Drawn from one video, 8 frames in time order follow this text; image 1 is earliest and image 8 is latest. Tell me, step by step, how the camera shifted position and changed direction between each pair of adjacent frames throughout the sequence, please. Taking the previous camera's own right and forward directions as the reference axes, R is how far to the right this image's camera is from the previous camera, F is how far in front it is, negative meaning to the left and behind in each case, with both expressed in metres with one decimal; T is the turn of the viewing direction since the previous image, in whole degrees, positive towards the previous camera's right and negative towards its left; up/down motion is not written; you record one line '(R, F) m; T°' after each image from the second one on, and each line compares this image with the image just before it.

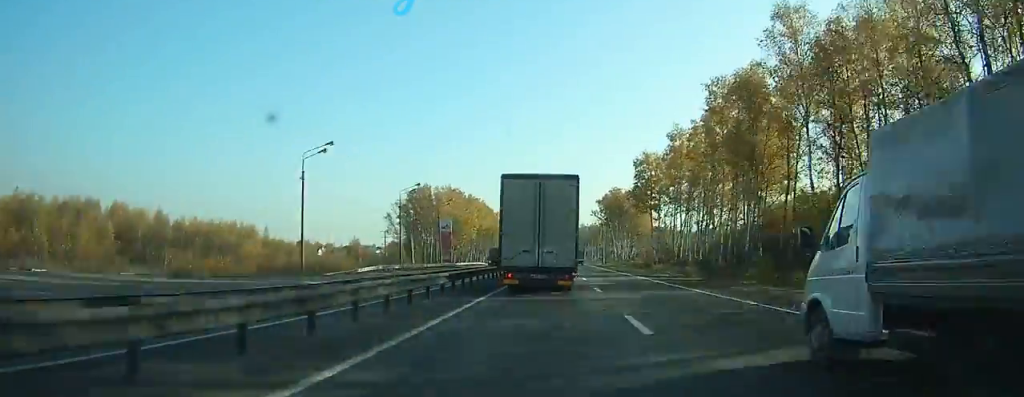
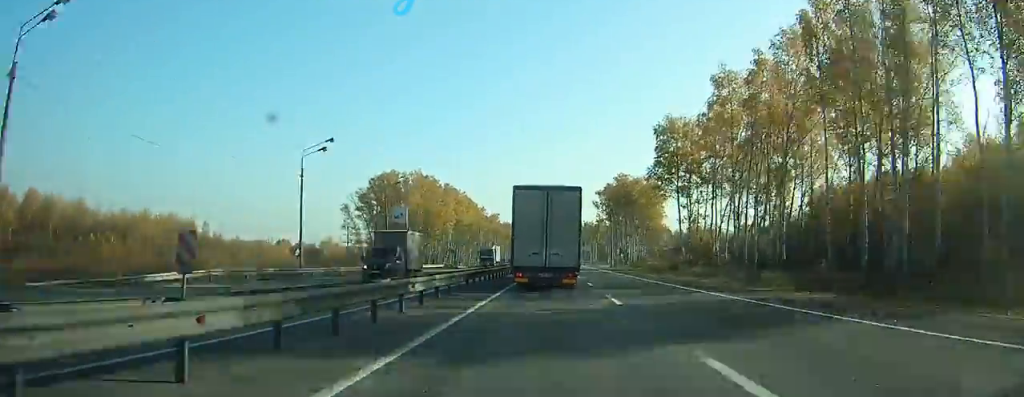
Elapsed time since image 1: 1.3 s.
(+0.3, +29.0) m; +1°
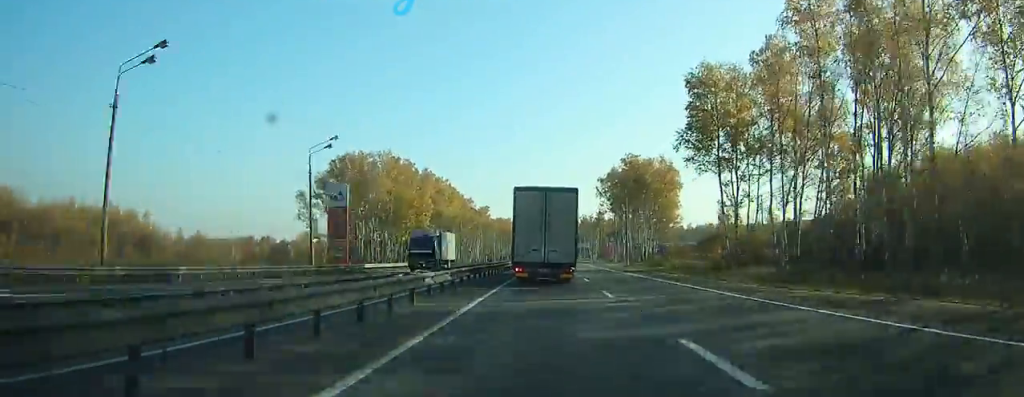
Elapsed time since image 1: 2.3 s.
(+0.1, +22.0) m; 0°
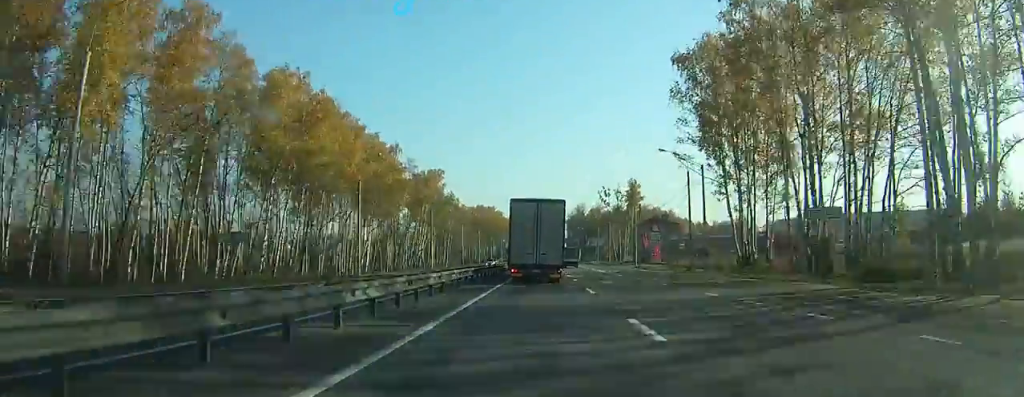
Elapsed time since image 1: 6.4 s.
(+0.2, +92.3) m; 0°
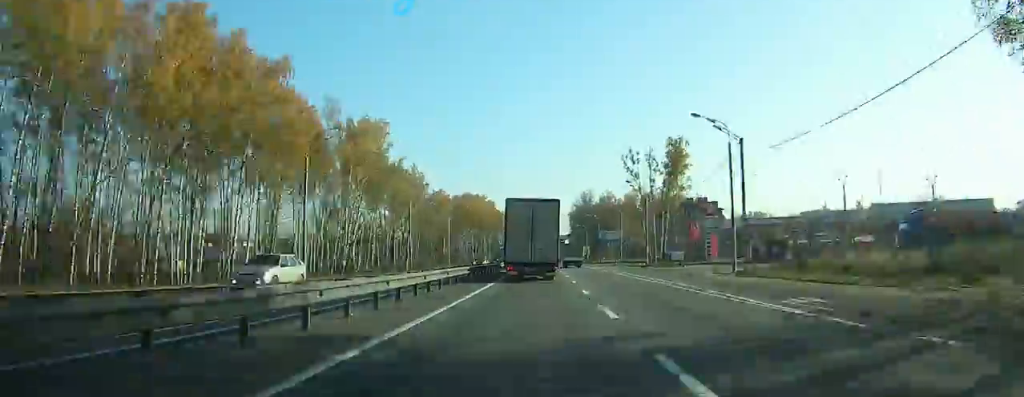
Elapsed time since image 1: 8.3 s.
(+0.1, +43.9) m; 0°
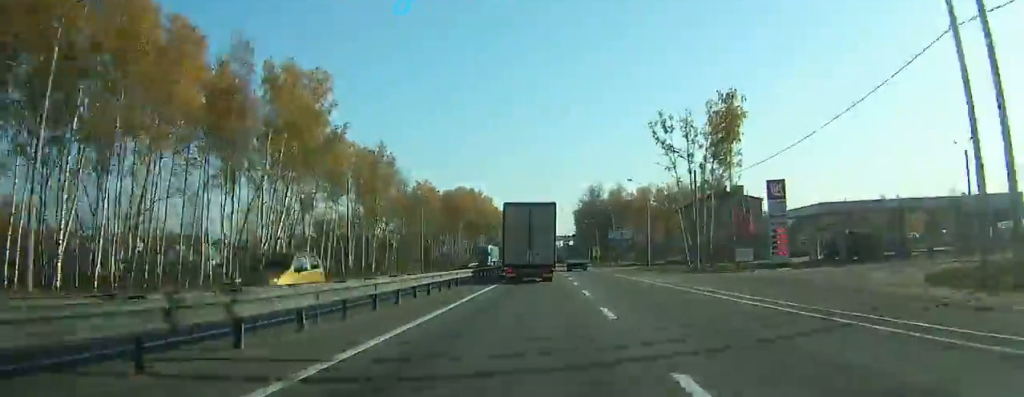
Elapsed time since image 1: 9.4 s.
(-0.1, +23.9) m; 0°
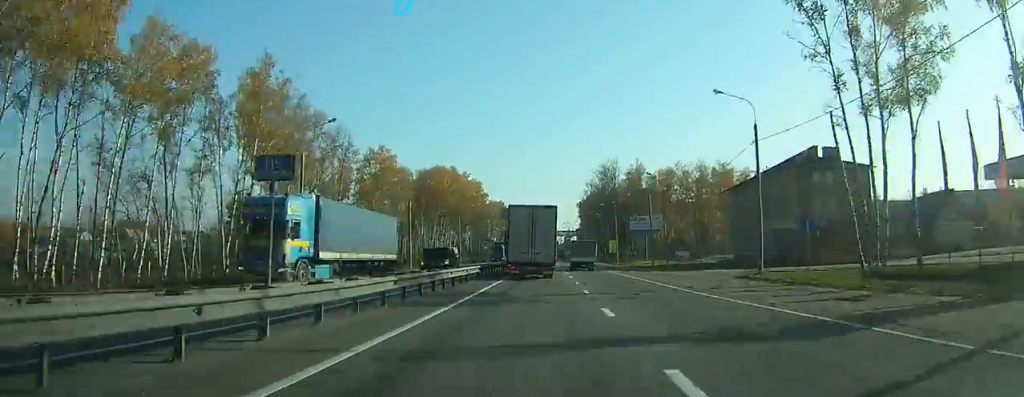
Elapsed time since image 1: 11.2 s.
(-0.2, +39.7) m; 0°
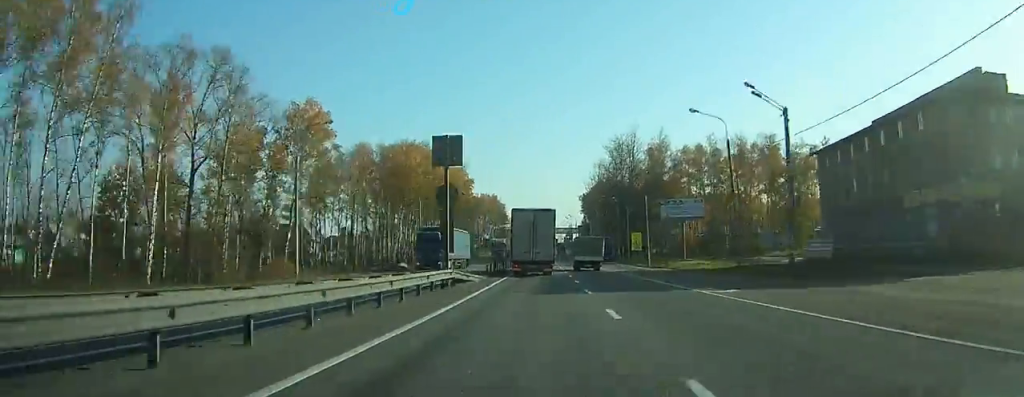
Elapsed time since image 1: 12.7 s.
(0.0, +33.1) m; 0°
